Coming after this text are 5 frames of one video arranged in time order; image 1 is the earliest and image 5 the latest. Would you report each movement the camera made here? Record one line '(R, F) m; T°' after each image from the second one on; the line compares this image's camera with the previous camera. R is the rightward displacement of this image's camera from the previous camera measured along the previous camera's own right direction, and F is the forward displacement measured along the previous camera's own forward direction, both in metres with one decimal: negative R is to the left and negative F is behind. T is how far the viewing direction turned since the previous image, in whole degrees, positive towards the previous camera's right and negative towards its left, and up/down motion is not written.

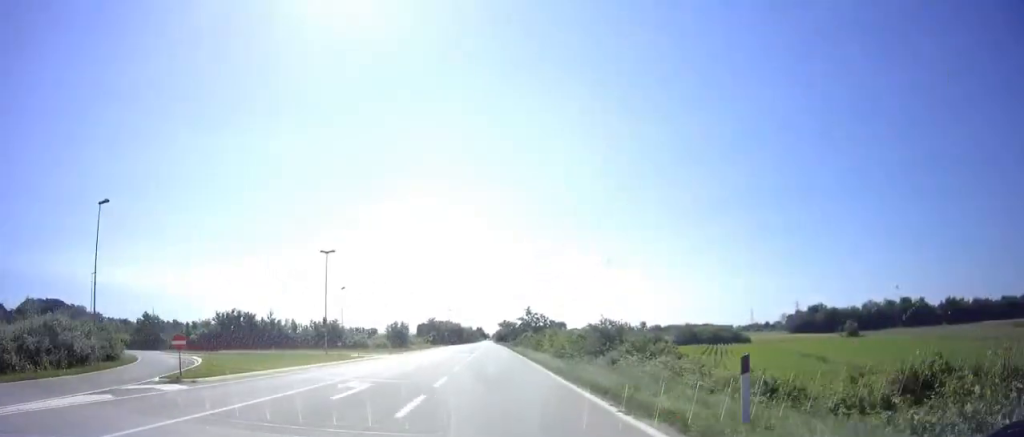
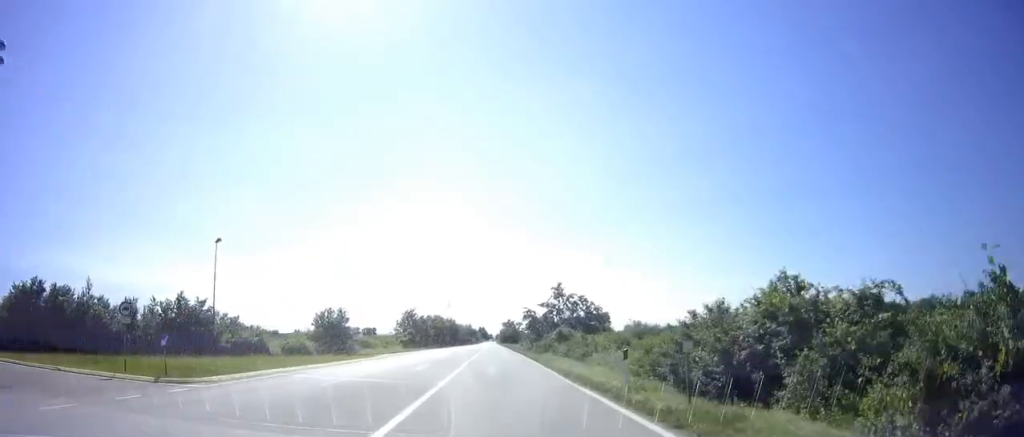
(+3.8, +41.5) m; +5°
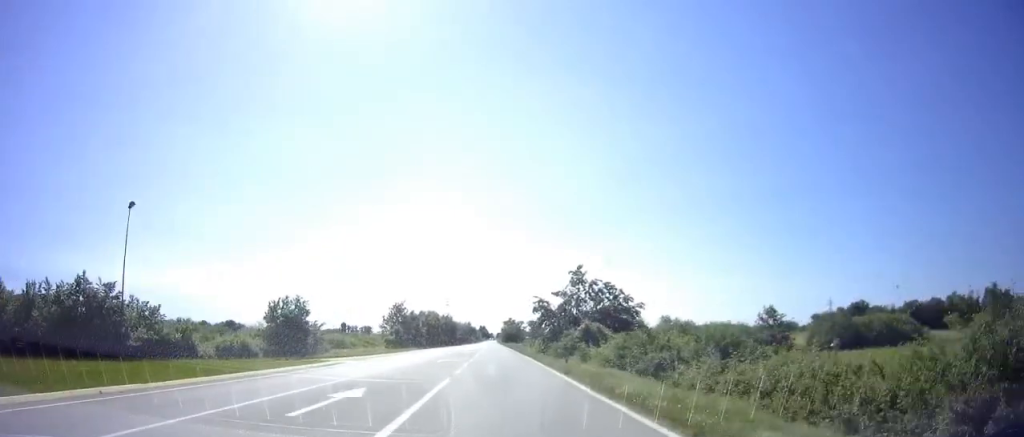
(-0.6, +12.2) m; -2°
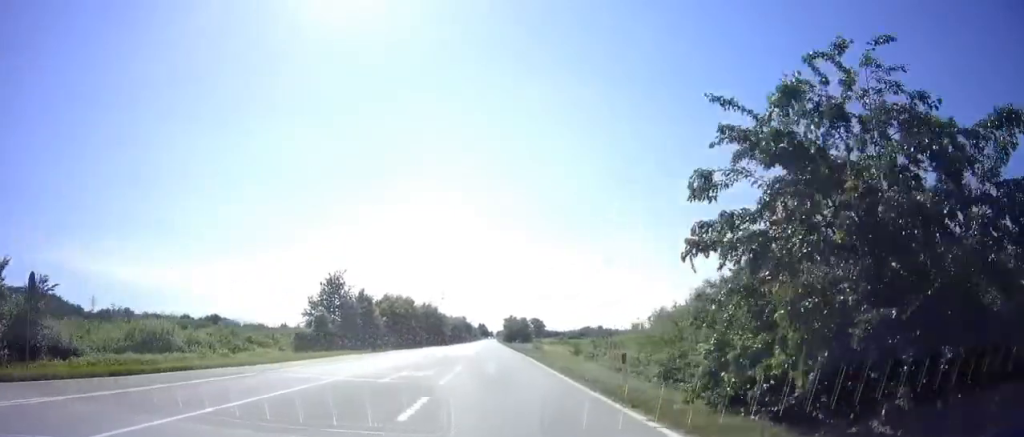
(+0.3, +35.9) m; +1°
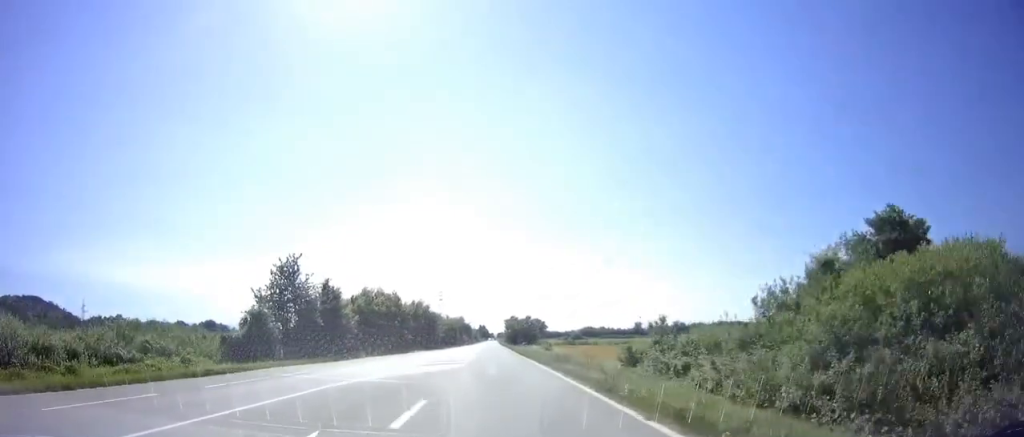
(0.0, +12.2) m; 0°
